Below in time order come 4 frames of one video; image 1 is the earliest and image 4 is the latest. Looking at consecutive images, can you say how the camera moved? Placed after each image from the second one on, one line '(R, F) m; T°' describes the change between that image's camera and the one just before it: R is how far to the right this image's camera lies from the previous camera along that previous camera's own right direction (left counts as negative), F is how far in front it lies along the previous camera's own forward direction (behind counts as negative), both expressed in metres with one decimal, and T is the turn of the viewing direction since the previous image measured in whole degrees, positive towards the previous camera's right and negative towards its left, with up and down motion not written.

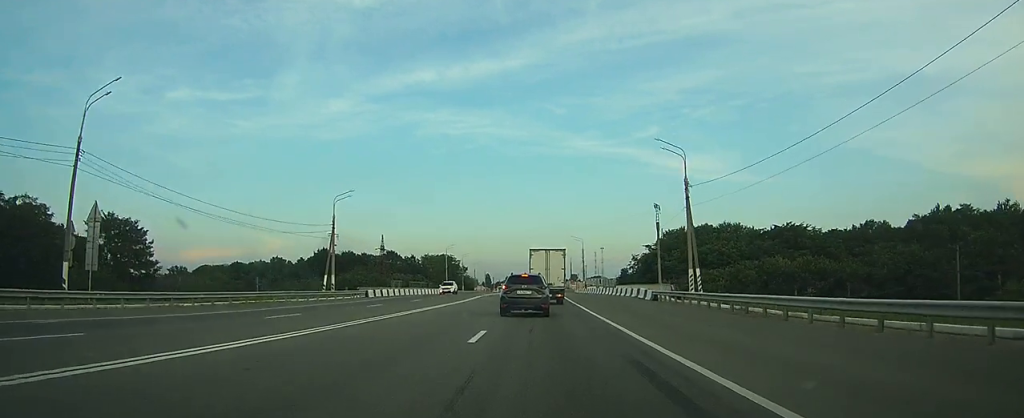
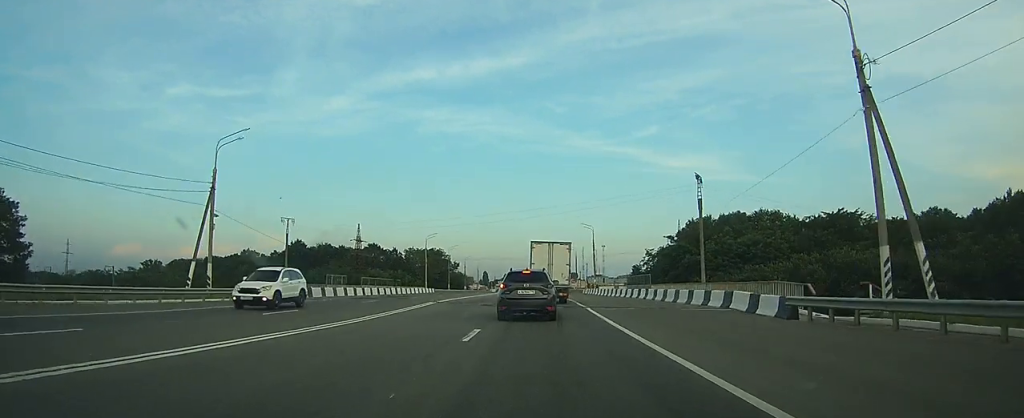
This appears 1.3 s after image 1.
(+0.1, +24.6) m; +1°
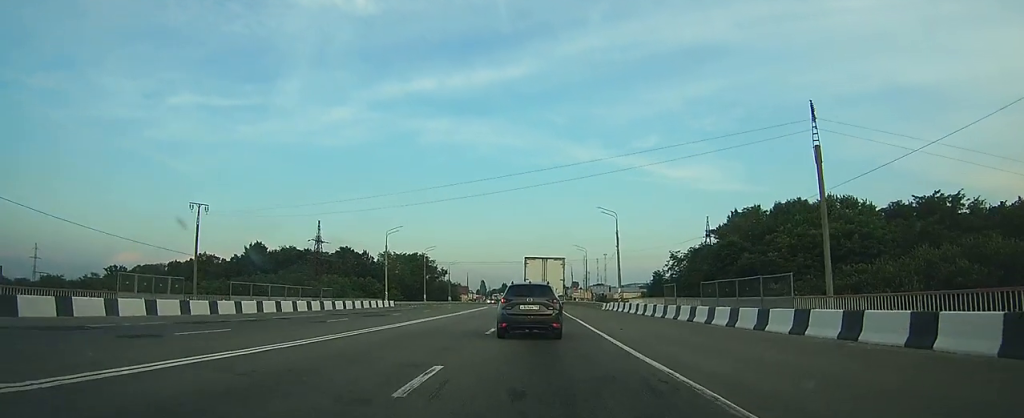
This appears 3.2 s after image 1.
(+0.5, +31.9) m; +2°
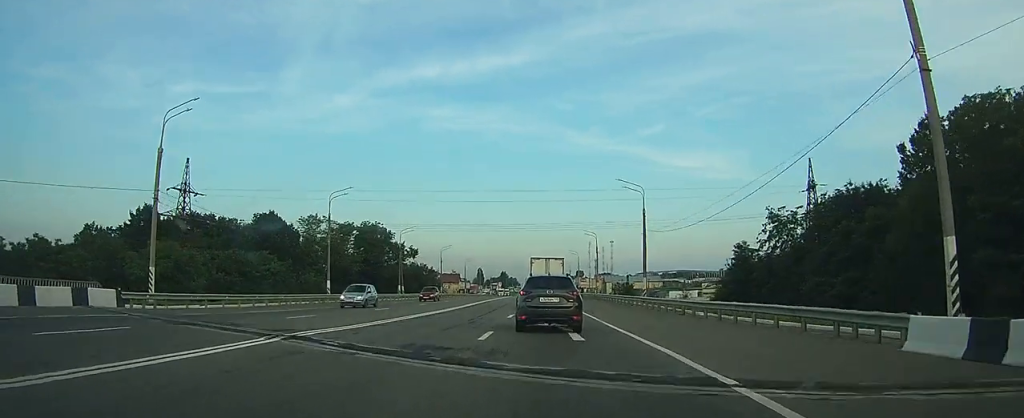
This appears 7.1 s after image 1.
(-0.6, +53.7) m; -1°
